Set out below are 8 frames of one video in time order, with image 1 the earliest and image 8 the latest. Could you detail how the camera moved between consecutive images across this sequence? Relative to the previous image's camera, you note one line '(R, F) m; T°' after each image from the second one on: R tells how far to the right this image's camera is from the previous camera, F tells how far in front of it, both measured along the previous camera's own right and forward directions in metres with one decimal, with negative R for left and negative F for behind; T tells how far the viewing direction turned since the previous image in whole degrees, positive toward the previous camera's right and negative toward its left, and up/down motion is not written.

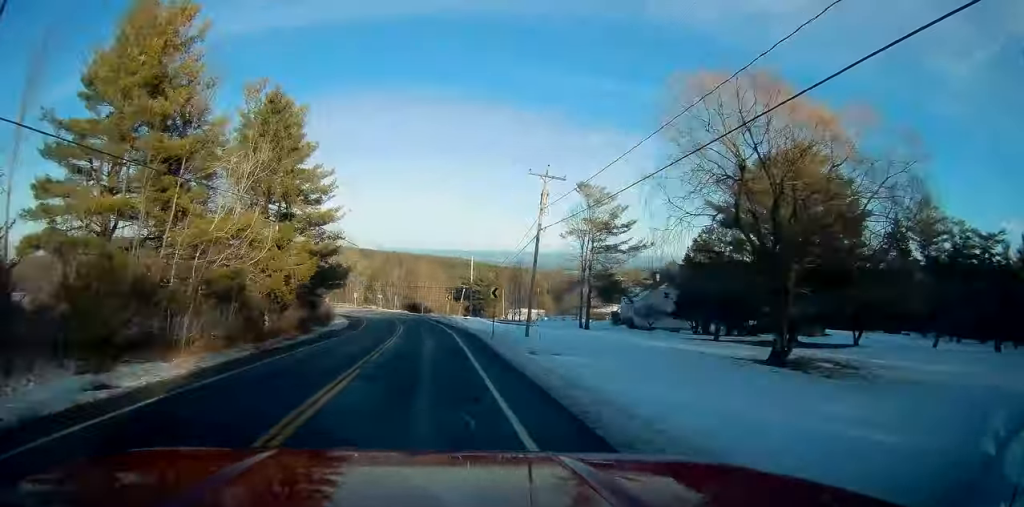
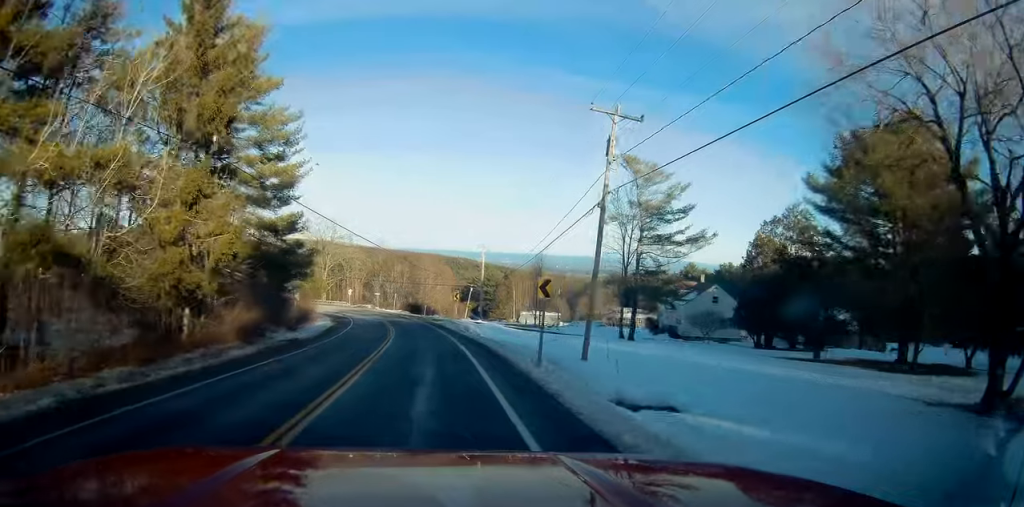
(-0.2, +13.3) m; -1°
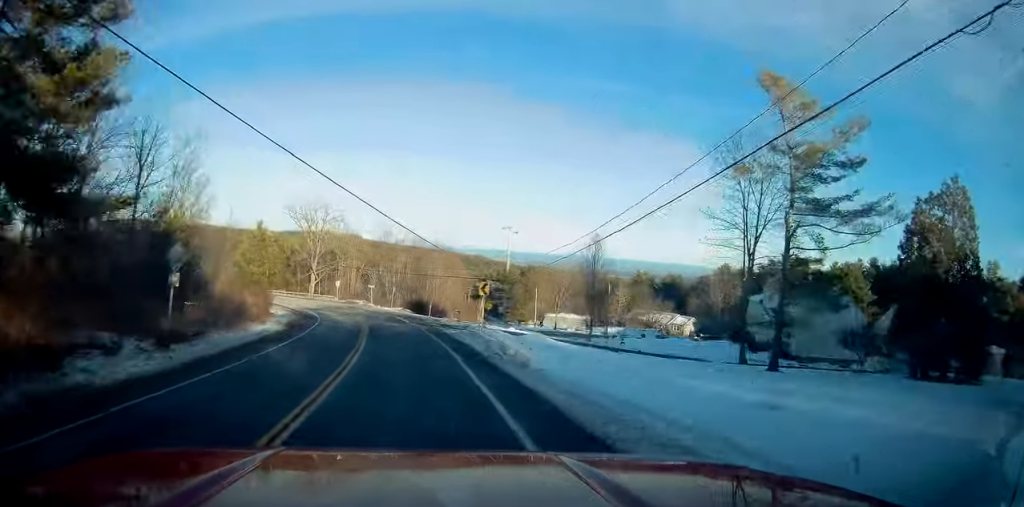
(-0.3, +21.3) m; -1°
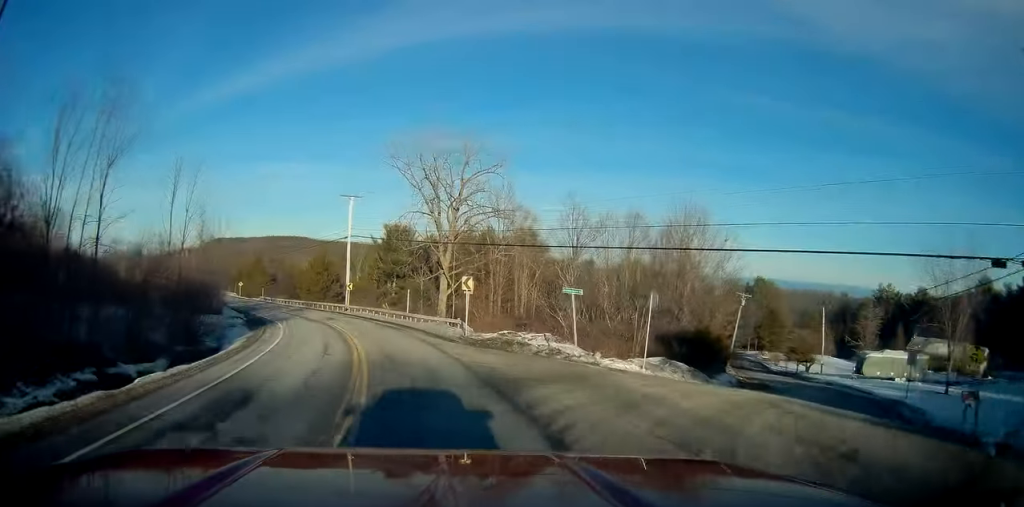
(-5.7, +54.2) m; -18°
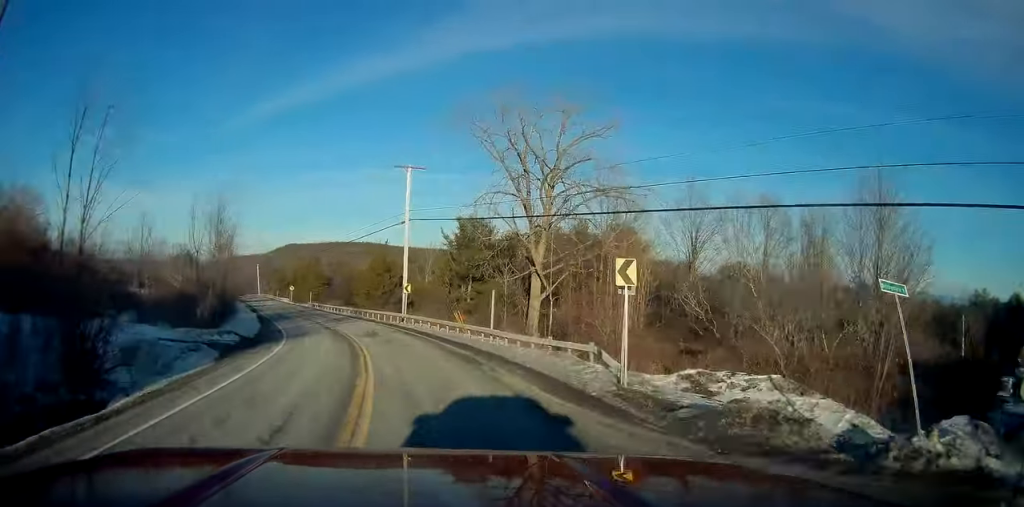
(-1.0, +15.1) m; -8°
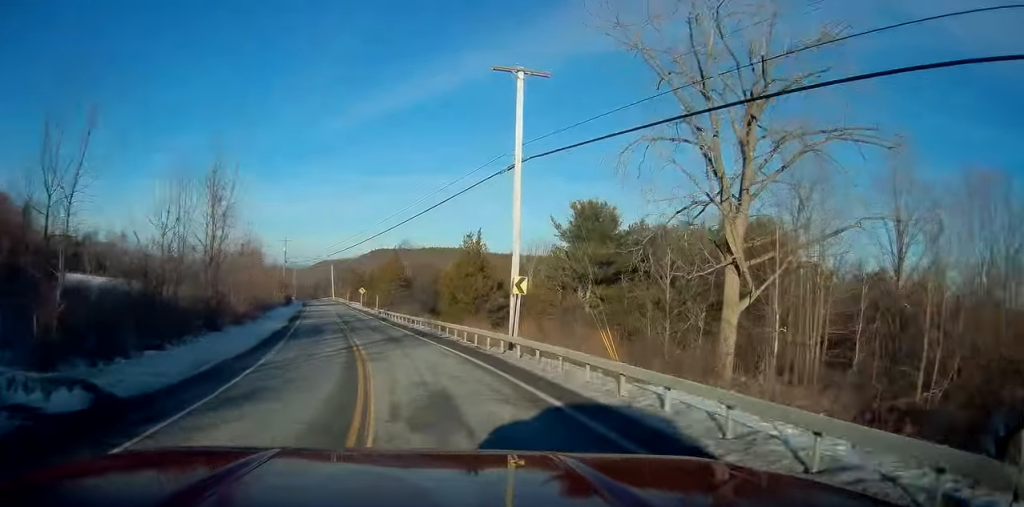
(-1.5, +19.2) m; -8°
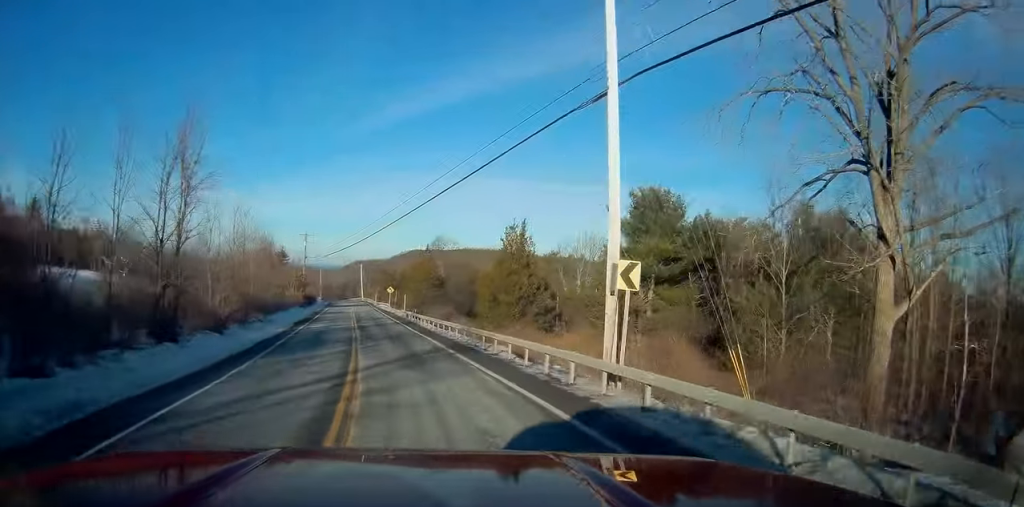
(-0.4, +8.8) m; -3°
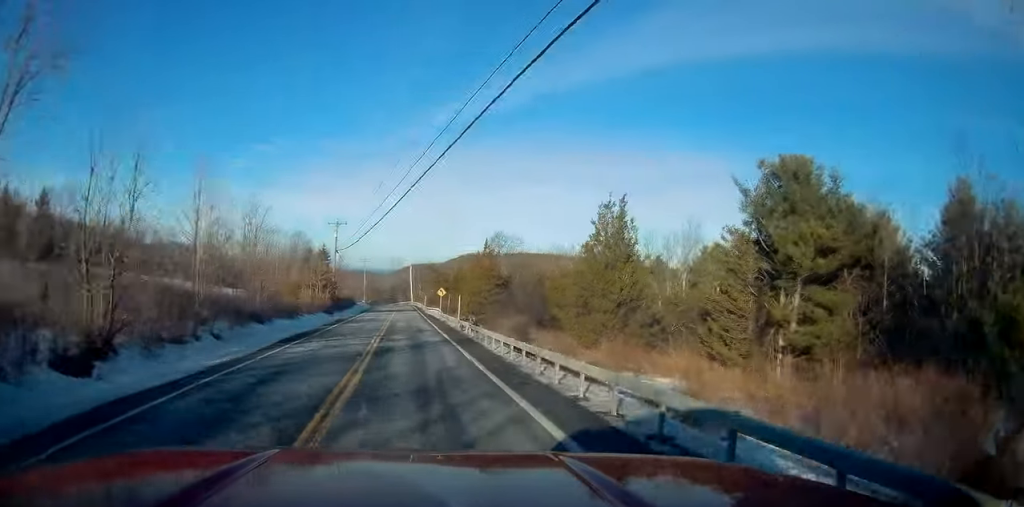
(-0.7, +15.7) m; -4°
